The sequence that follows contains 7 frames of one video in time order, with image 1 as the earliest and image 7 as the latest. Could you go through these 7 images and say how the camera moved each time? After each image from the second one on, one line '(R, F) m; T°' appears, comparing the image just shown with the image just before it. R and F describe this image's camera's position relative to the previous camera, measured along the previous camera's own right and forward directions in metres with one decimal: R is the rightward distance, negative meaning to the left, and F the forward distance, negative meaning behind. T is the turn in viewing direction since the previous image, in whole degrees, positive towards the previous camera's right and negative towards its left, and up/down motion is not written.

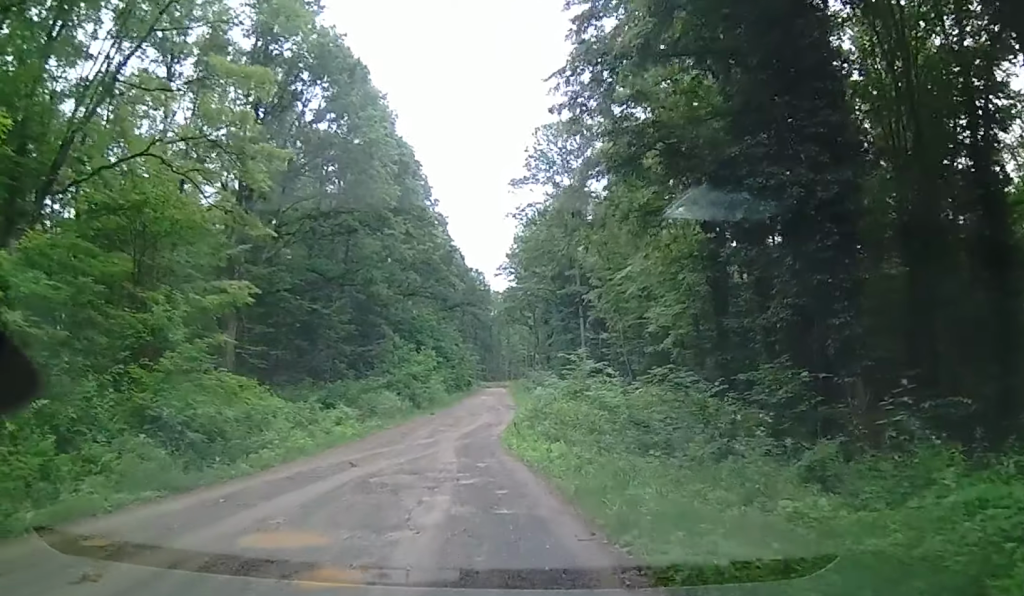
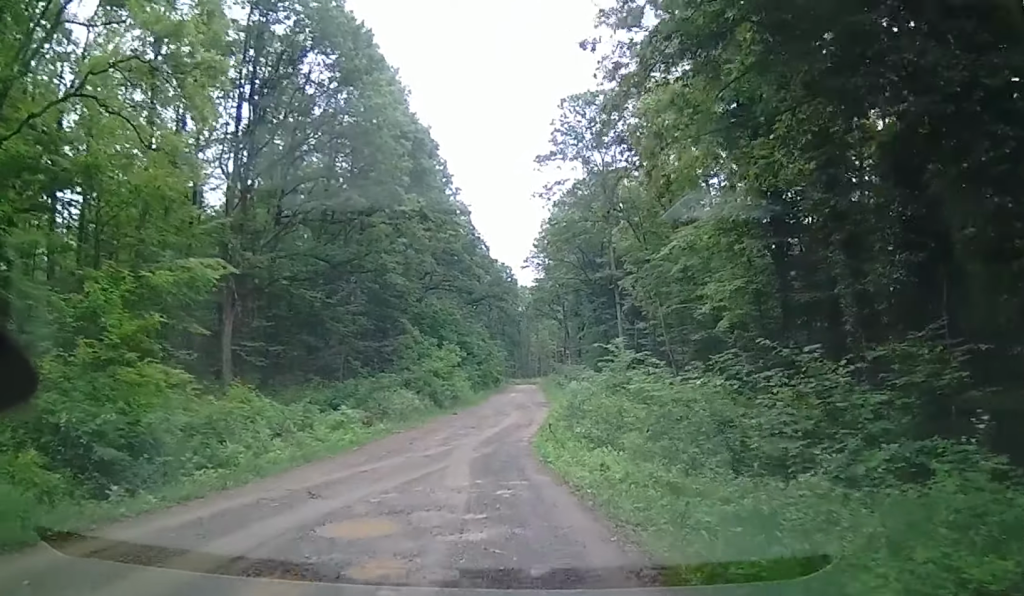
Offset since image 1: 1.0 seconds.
(-0.5, +5.0) m; -8°
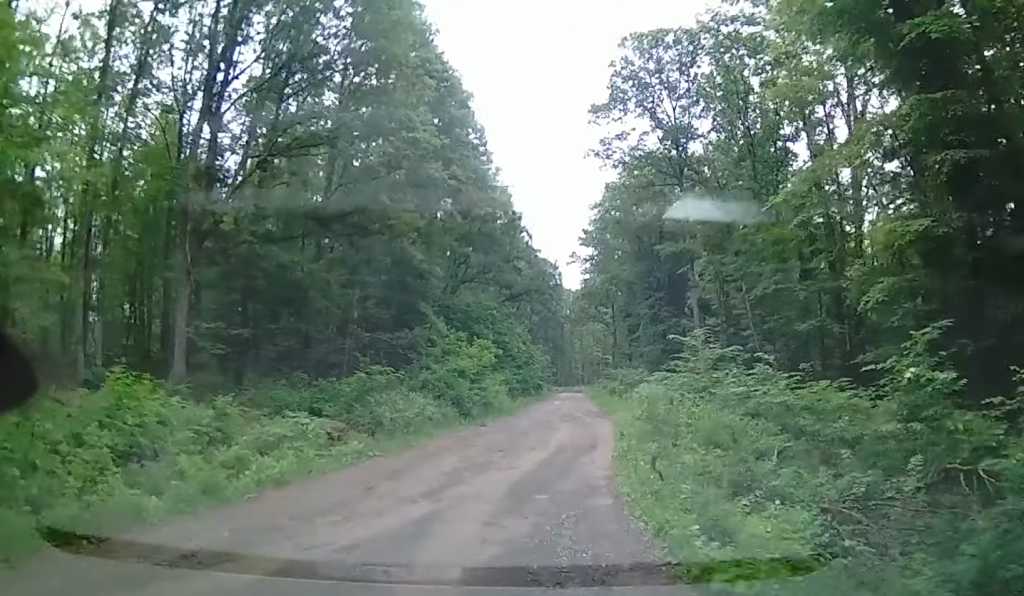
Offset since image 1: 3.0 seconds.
(+0.2, +10.5) m; +5°
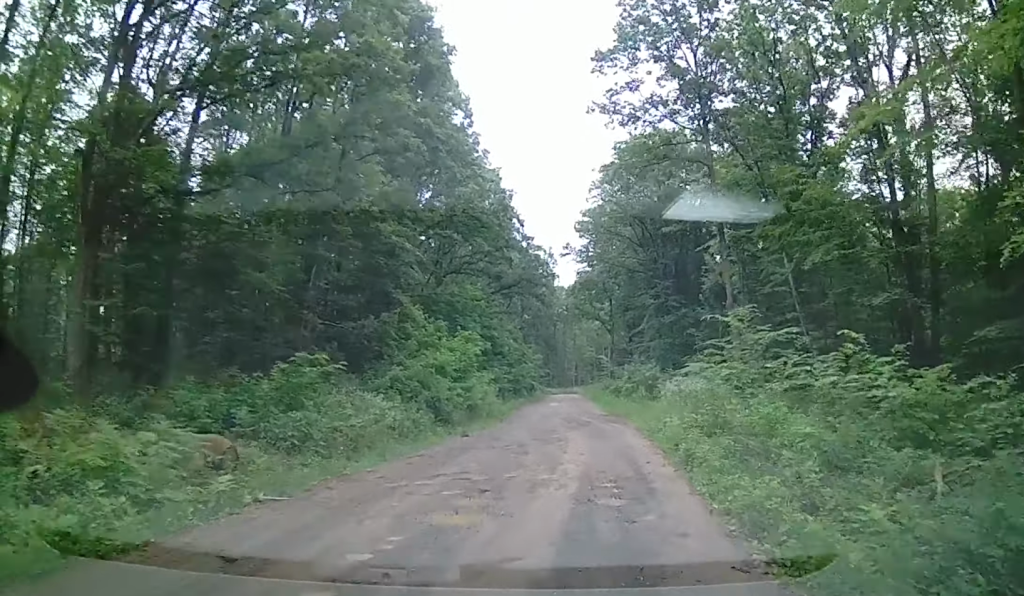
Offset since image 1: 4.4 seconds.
(0.0, +7.5) m; +4°
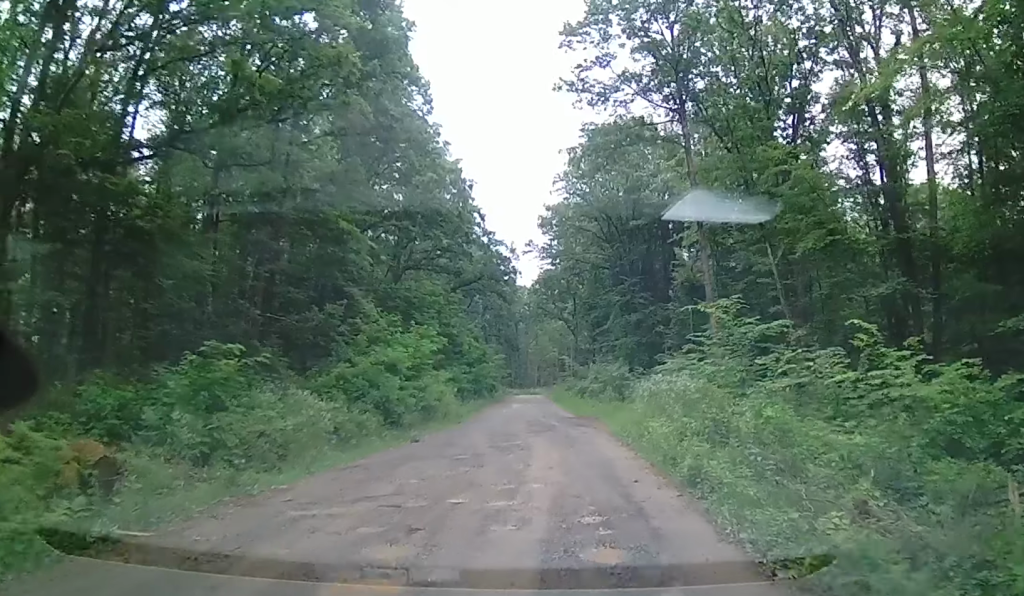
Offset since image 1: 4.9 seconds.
(+0.1, +2.8) m; +1°
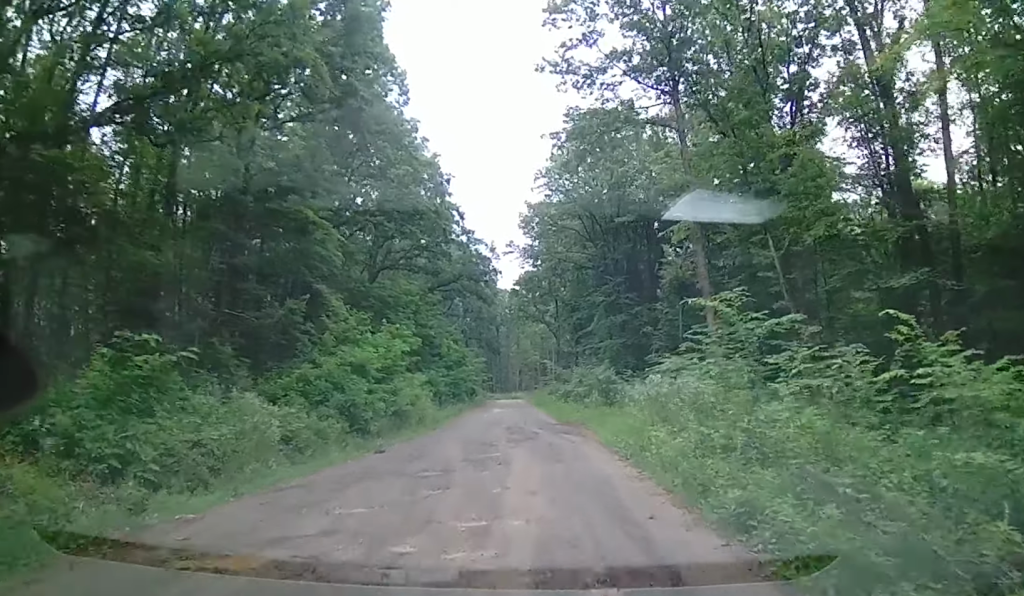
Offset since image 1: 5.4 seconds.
(+0.3, +2.6) m; 0°
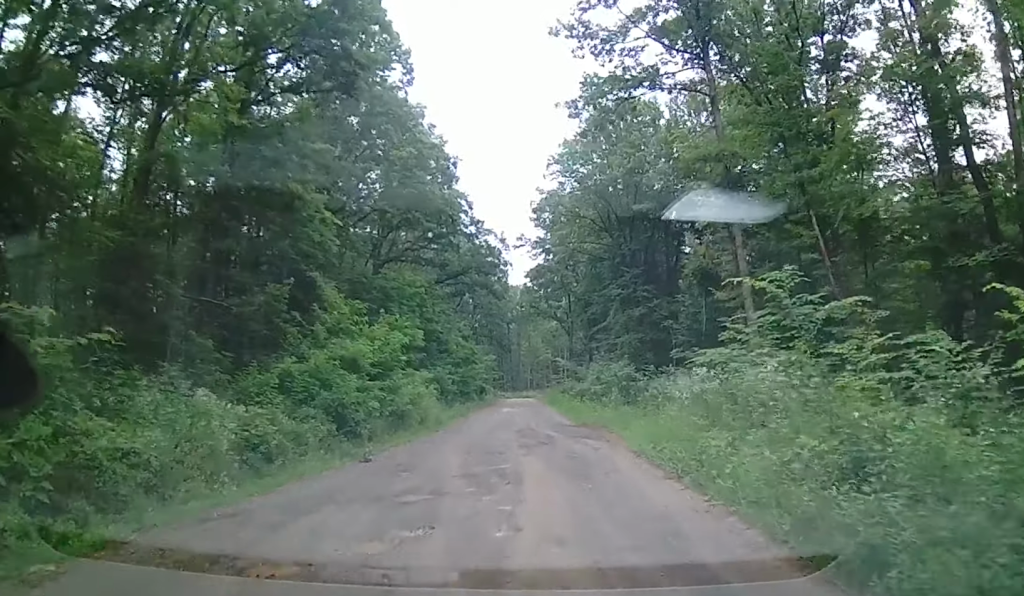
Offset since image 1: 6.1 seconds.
(-0.1, +3.2) m; -1°
